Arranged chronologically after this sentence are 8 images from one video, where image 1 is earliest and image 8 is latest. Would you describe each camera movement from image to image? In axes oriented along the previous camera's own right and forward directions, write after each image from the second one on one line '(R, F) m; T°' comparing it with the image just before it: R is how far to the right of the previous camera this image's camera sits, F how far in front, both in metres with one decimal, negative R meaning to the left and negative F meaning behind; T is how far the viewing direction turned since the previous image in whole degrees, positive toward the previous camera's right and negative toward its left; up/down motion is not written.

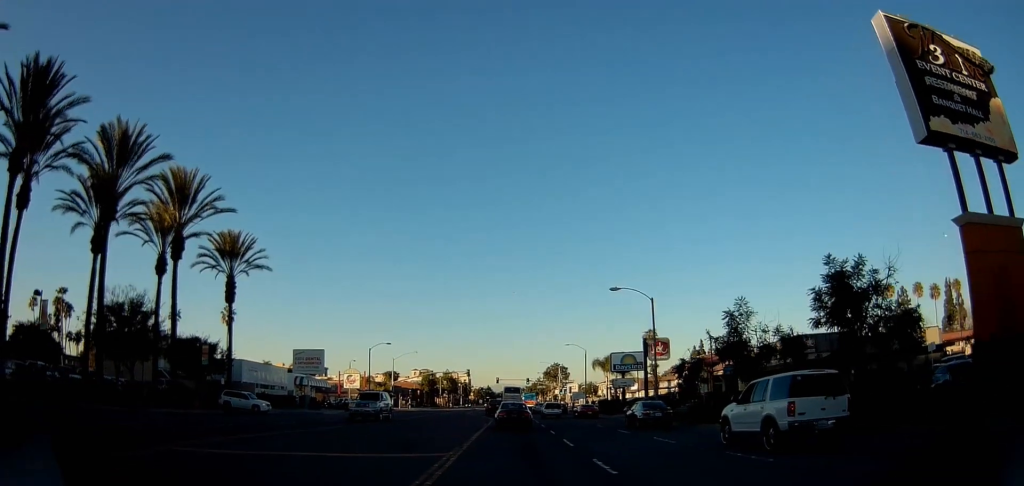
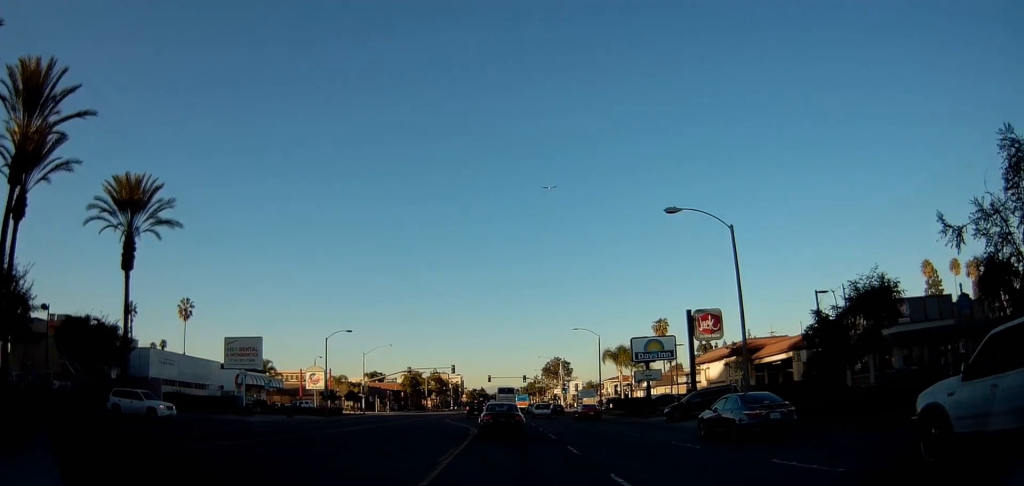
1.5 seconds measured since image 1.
(0.0, +17.6) m; -3°
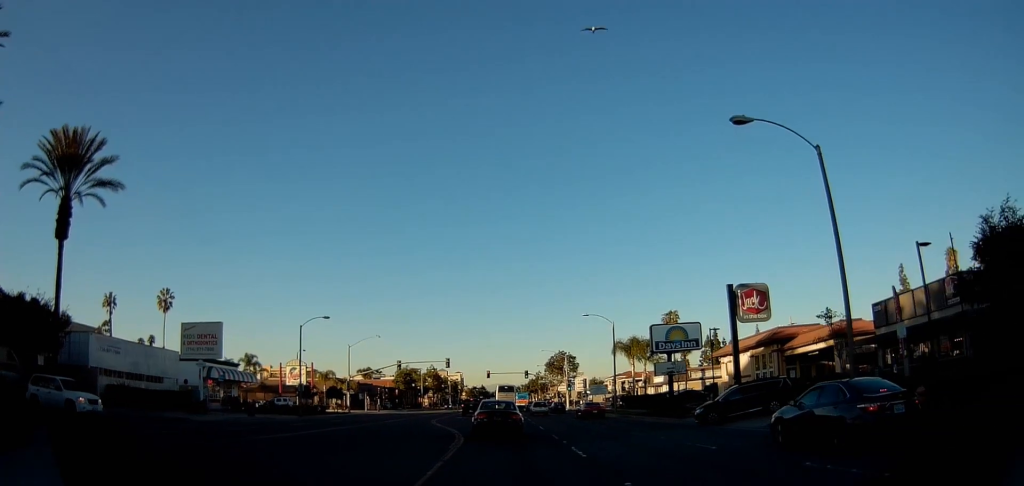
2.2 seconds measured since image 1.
(-0.4, +8.7) m; 0°
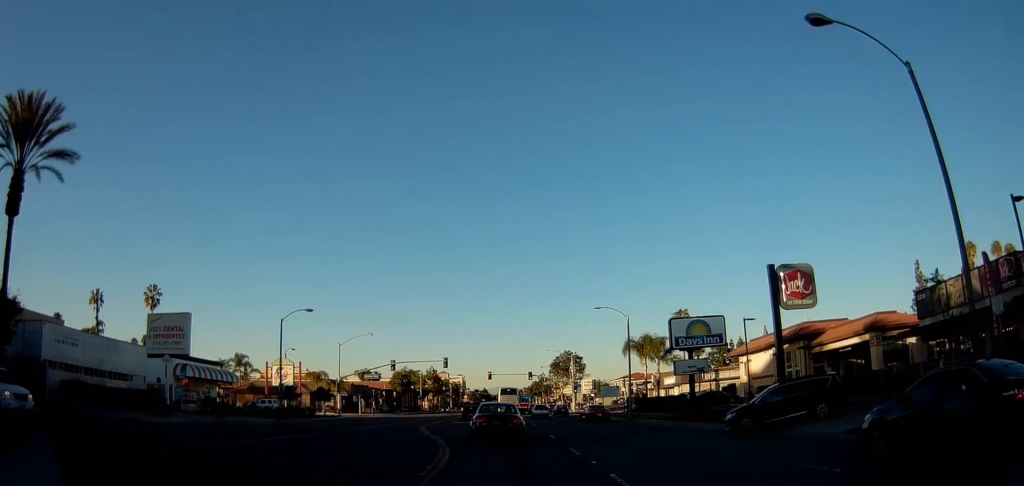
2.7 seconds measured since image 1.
(-0.2, +6.0) m; +1°
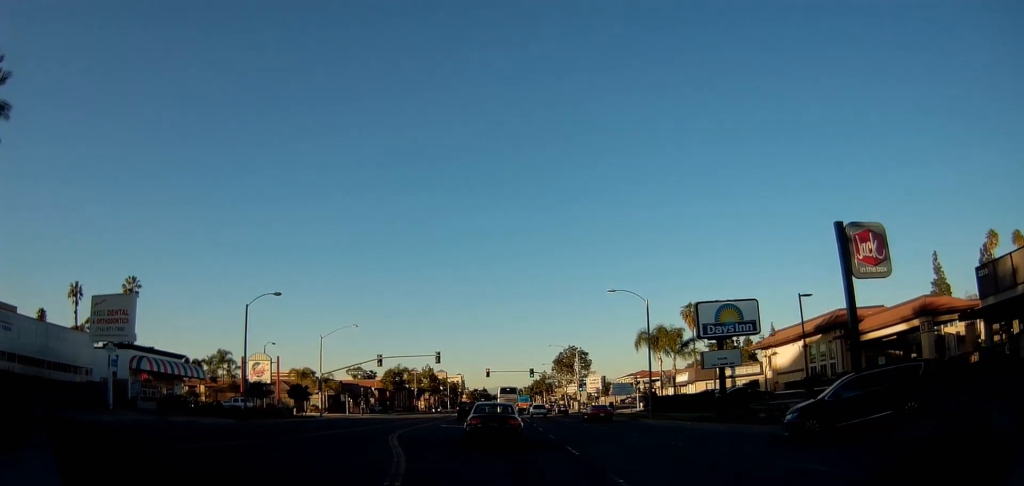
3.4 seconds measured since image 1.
(+0.4, +7.6) m; +2°
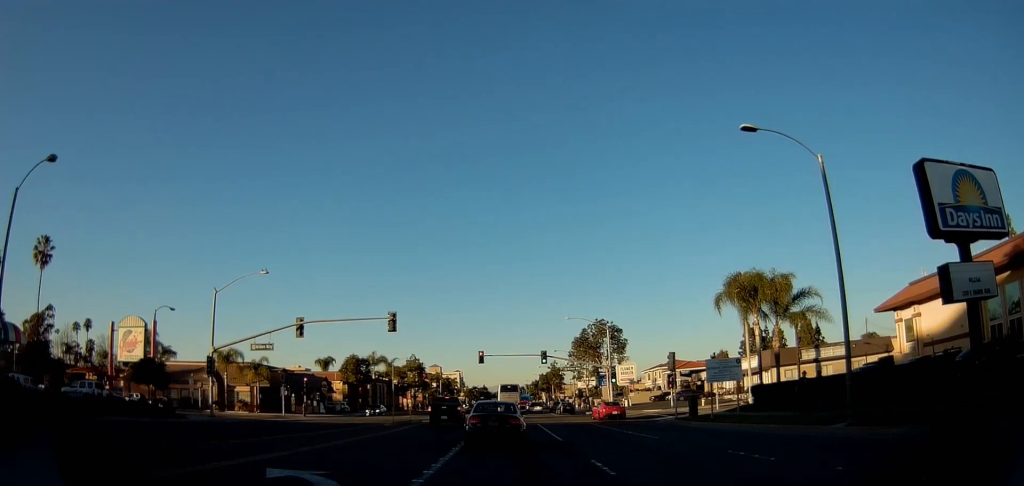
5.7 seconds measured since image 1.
(-1.1, +27.1) m; -3°
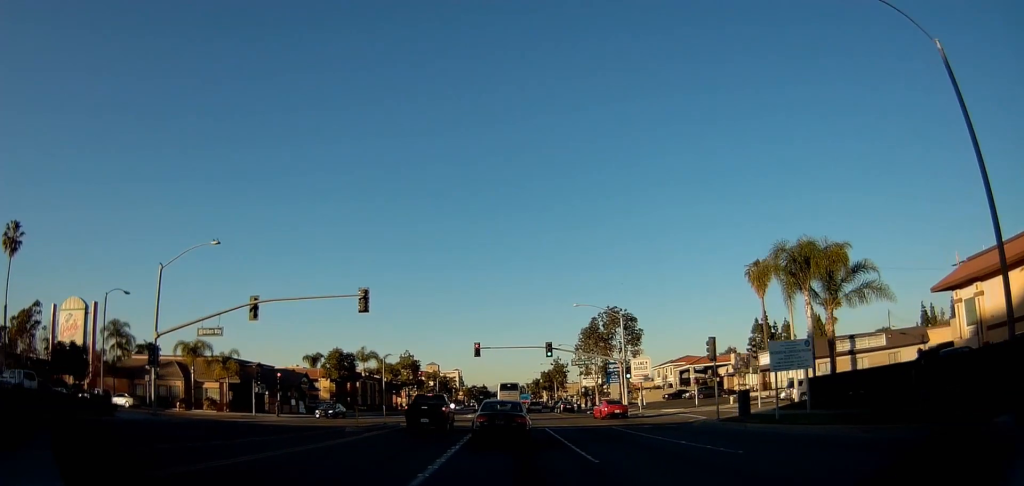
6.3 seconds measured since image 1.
(+0.4, +7.9) m; +2°
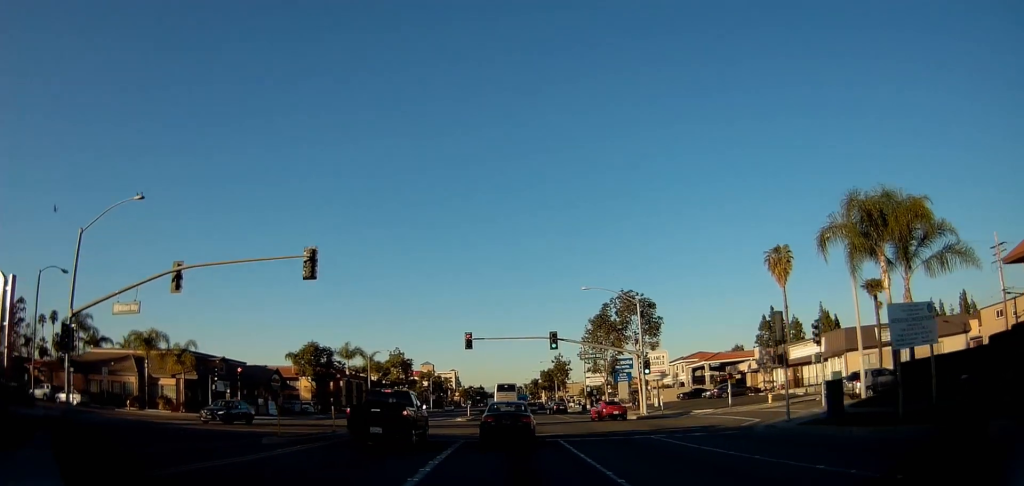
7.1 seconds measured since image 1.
(+0.2, +8.6) m; +1°
